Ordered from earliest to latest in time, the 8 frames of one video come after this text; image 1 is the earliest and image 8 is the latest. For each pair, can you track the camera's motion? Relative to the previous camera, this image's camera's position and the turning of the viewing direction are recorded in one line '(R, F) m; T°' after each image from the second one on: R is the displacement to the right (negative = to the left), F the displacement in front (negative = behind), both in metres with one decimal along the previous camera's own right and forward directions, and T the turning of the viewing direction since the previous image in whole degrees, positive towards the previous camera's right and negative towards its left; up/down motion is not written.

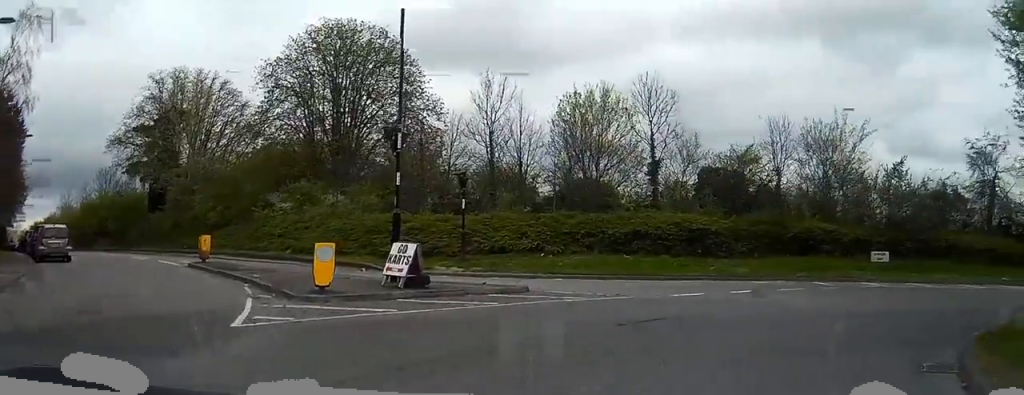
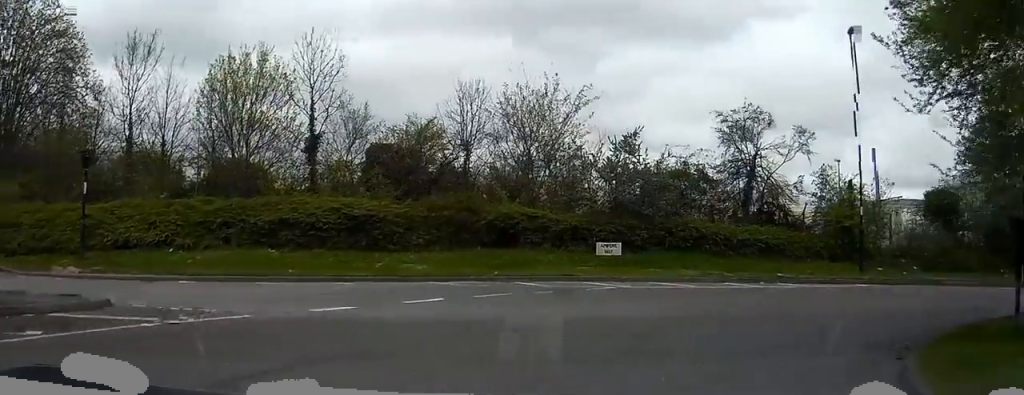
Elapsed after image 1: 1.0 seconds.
(+2.9, +4.2) m; +37°
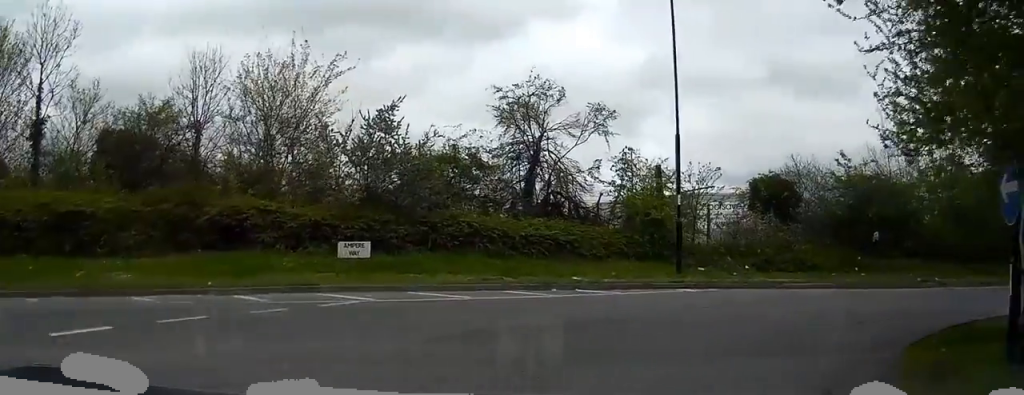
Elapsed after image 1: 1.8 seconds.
(+0.3, +4.4) m; +6°
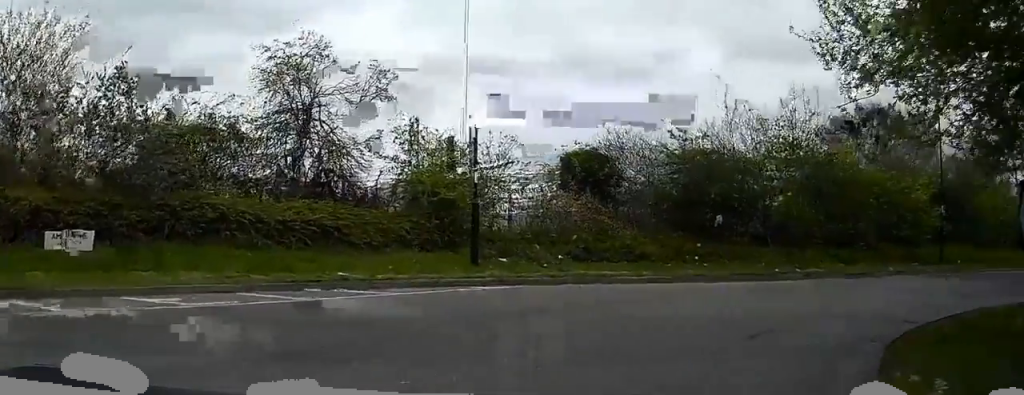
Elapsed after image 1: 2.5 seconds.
(0.0, +4.2) m; +9°
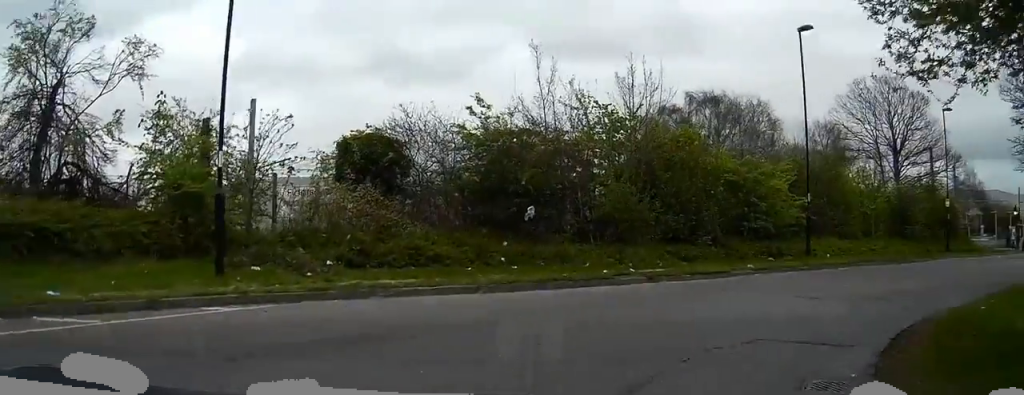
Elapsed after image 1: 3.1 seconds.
(-0.4, +3.7) m; +14°
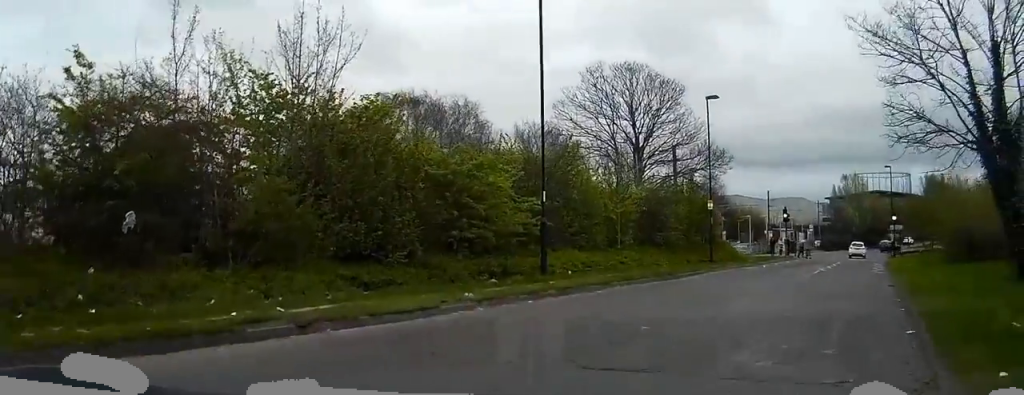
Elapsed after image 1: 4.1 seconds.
(+2.2, +6.4) m; +26°
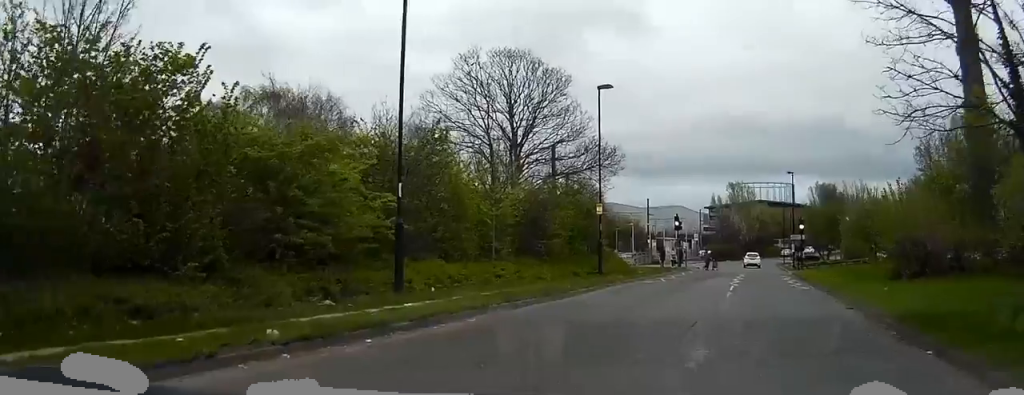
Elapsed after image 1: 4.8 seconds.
(+0.5, +4.8) m; +6°
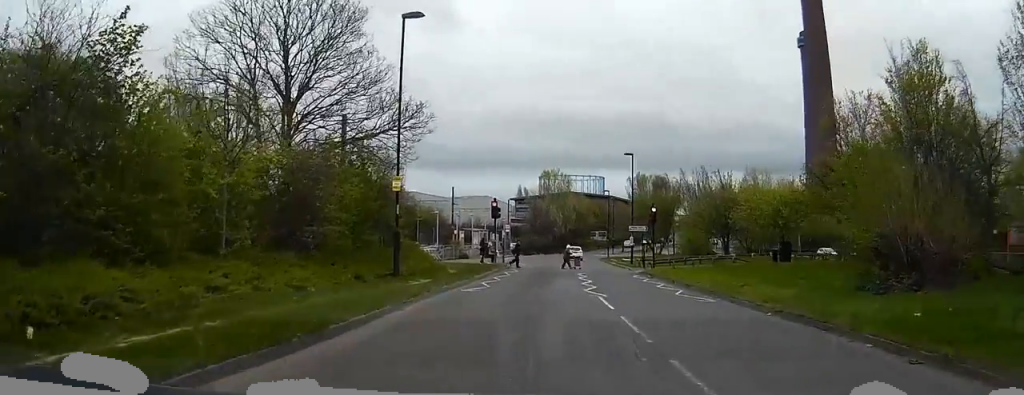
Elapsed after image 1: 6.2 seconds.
(+0.7, +9.6) m; +8°
